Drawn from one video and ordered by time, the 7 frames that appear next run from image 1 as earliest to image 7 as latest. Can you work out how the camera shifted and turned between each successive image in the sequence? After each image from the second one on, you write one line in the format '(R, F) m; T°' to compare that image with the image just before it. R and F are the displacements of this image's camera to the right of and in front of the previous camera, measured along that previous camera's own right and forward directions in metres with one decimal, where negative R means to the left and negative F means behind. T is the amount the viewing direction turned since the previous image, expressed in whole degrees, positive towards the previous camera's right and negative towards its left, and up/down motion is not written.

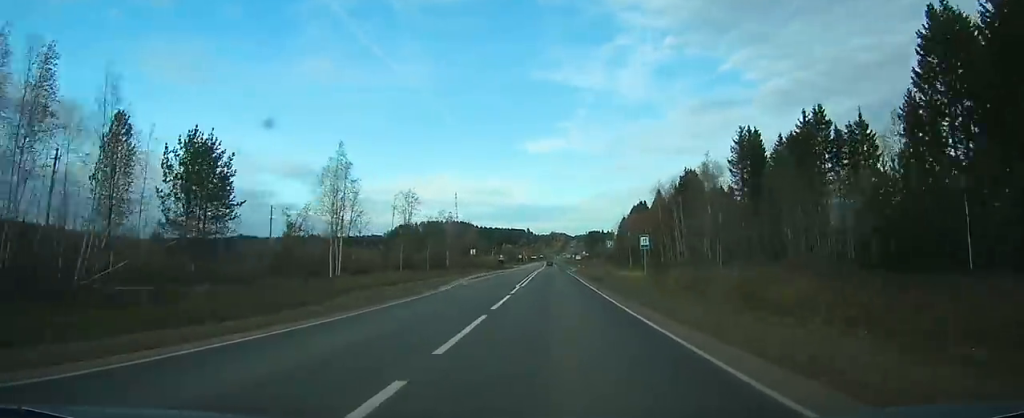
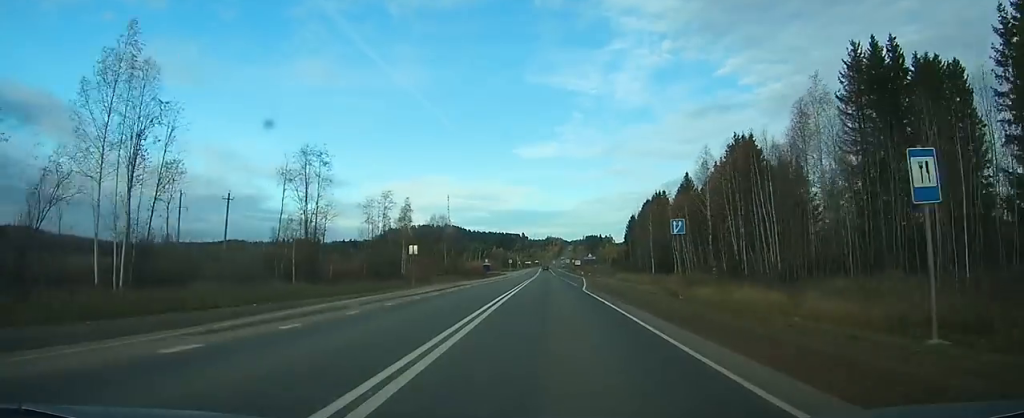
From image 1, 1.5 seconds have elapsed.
(0.0, +36.0) m; 0°
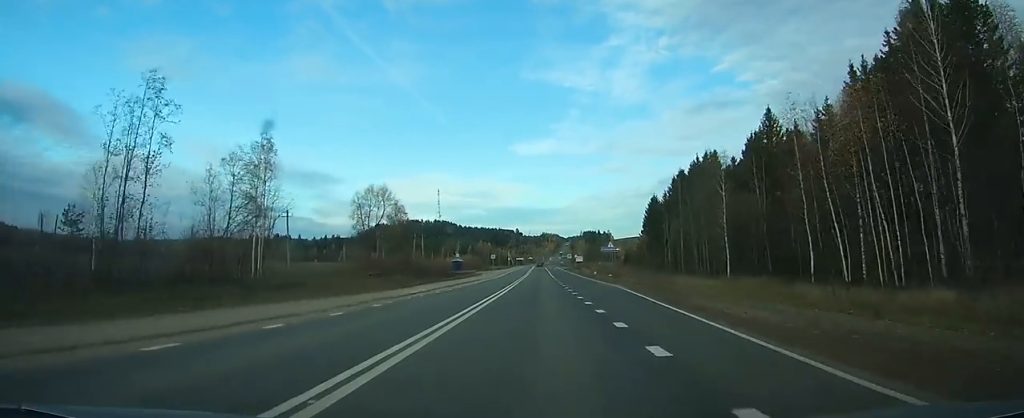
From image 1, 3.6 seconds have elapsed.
(+0.2, +47.8) m; 0°
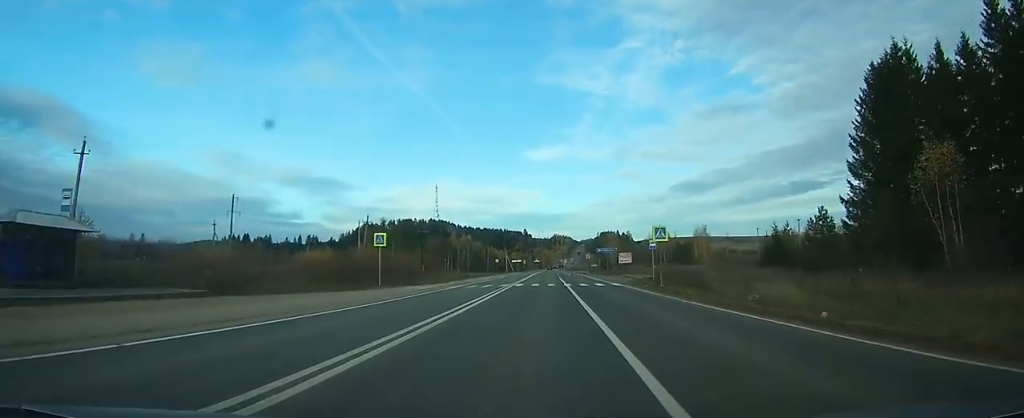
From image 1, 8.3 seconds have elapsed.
(0.0, +107.6) m; -1°
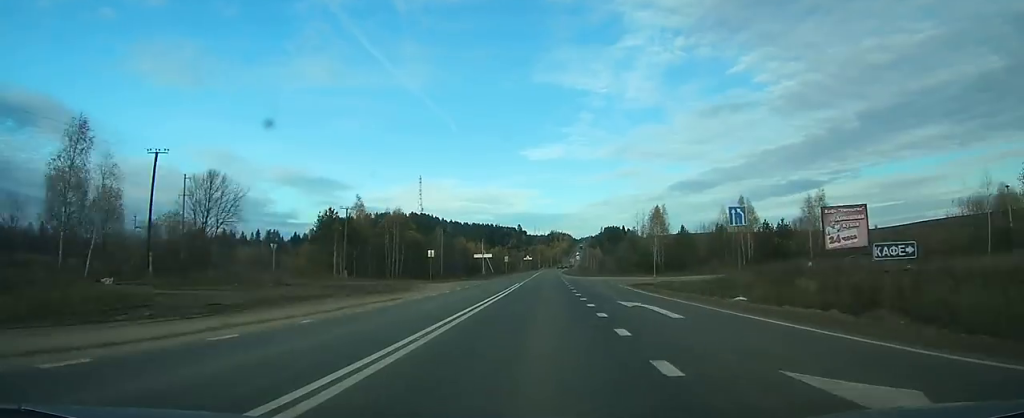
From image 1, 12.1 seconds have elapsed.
(-0.9, +88.5) m; -1°
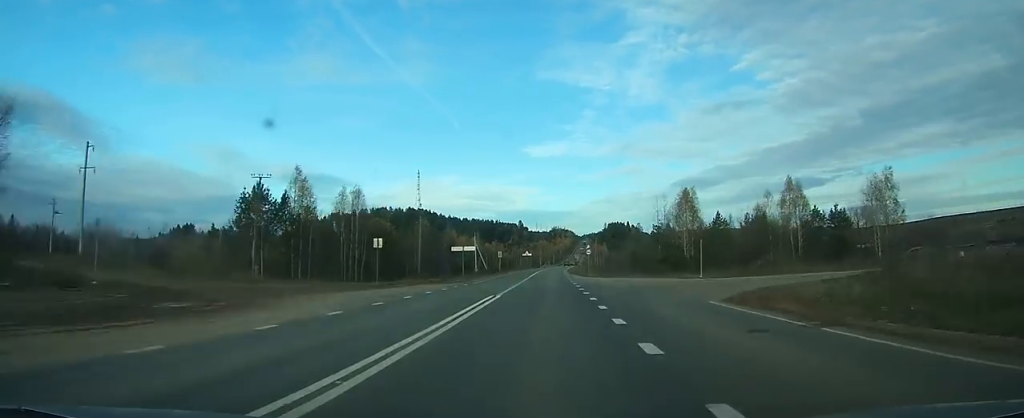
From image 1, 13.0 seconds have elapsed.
(0.0, +23.0) m; 0°
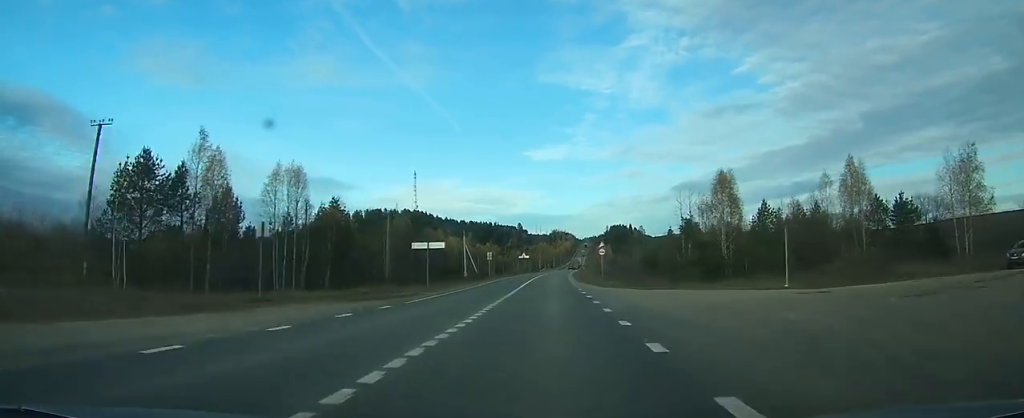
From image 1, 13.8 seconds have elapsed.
(0.0, +19.9) m; 0°
